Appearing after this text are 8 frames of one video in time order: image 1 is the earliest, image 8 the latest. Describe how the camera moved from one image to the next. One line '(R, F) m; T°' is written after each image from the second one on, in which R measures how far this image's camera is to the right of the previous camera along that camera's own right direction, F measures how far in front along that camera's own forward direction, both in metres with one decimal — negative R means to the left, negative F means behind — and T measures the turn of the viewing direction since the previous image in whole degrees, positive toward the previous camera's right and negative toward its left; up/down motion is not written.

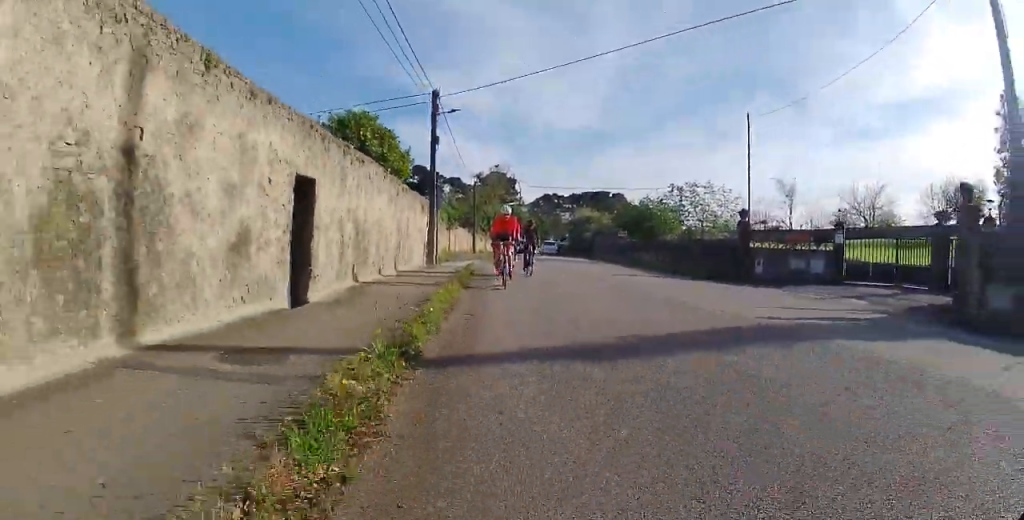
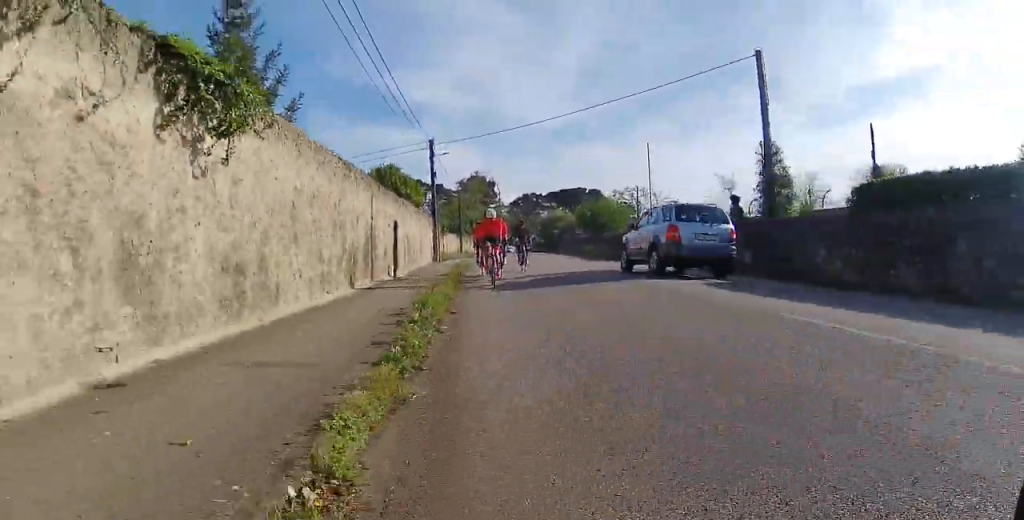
(0.0, +11.3) m; 0°
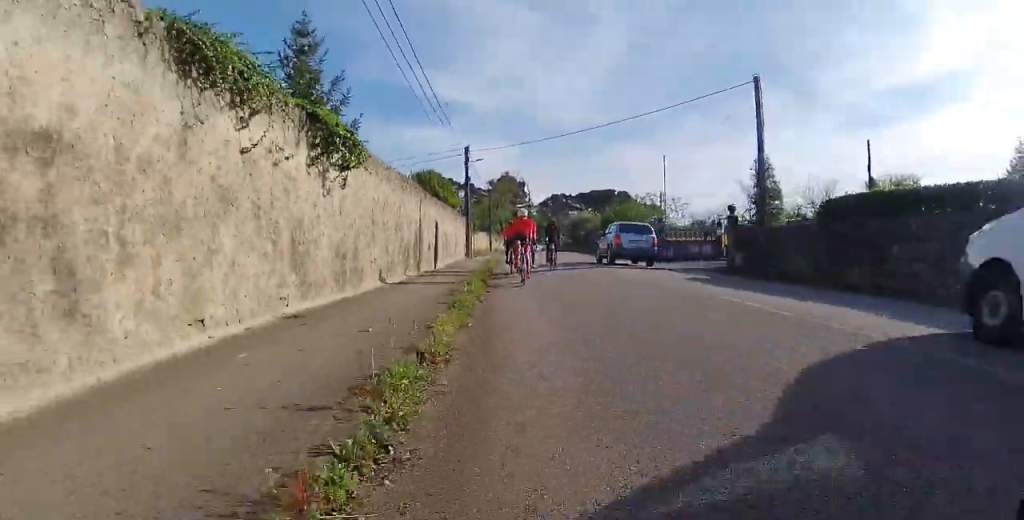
(0.0, +3.4) m; -1°
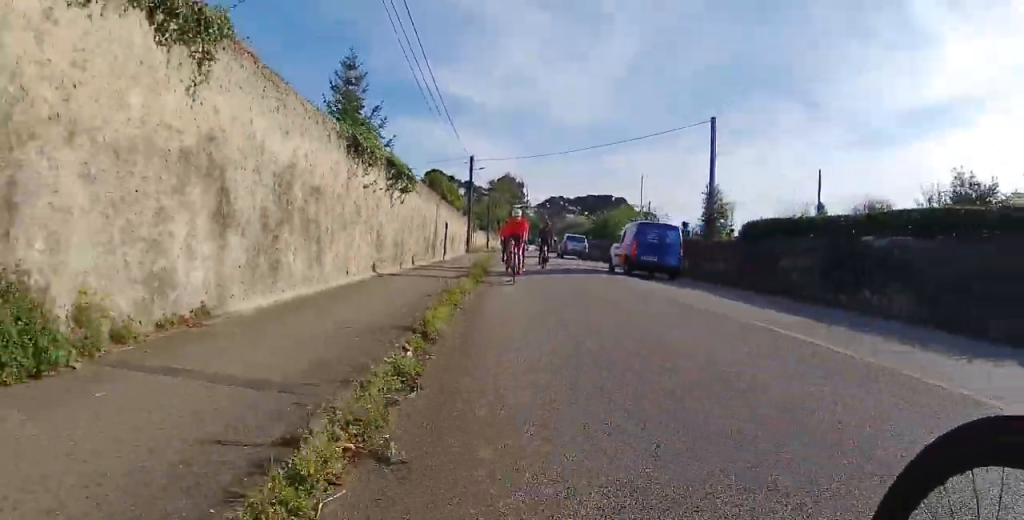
(0.0, +6.0) m; -2°
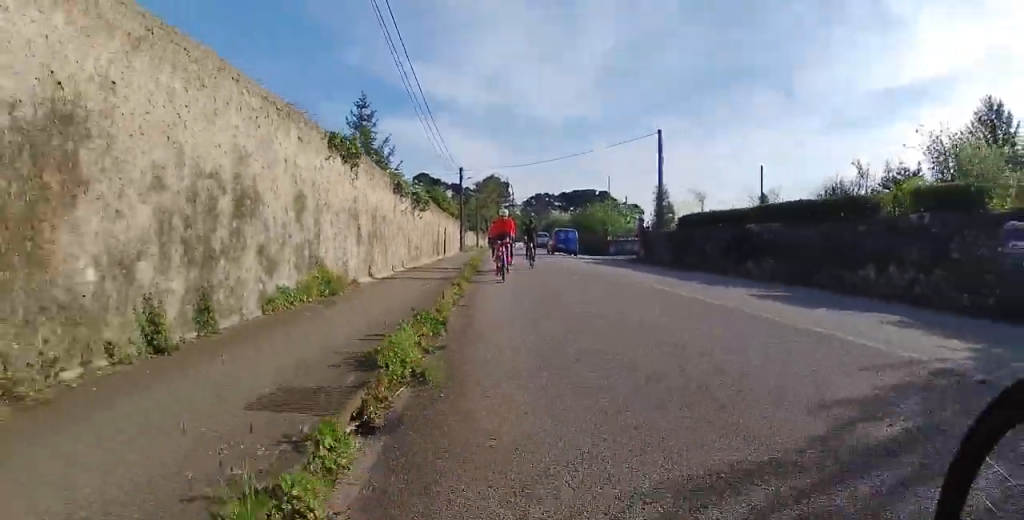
(-0.2, +6.6) m; 0°
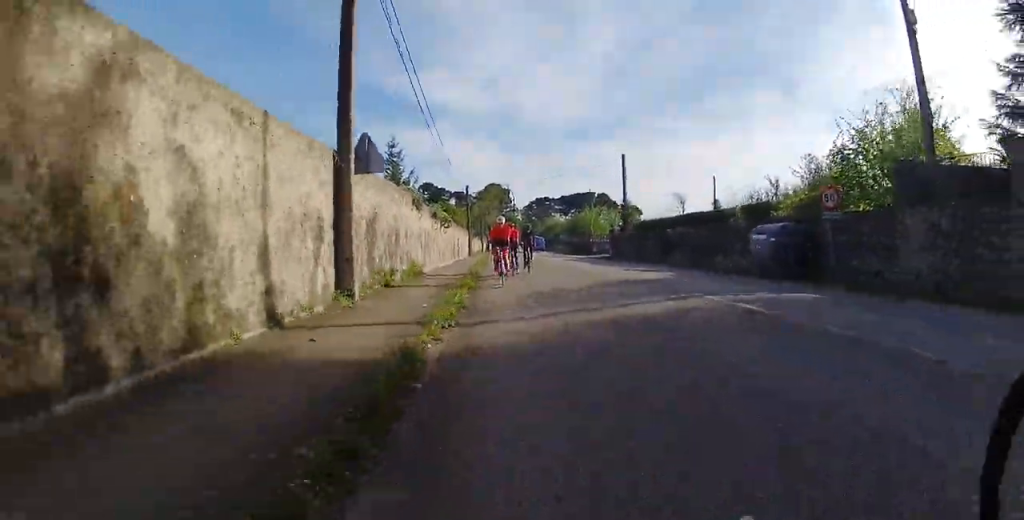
(+0.4, +10.0) m; +3°
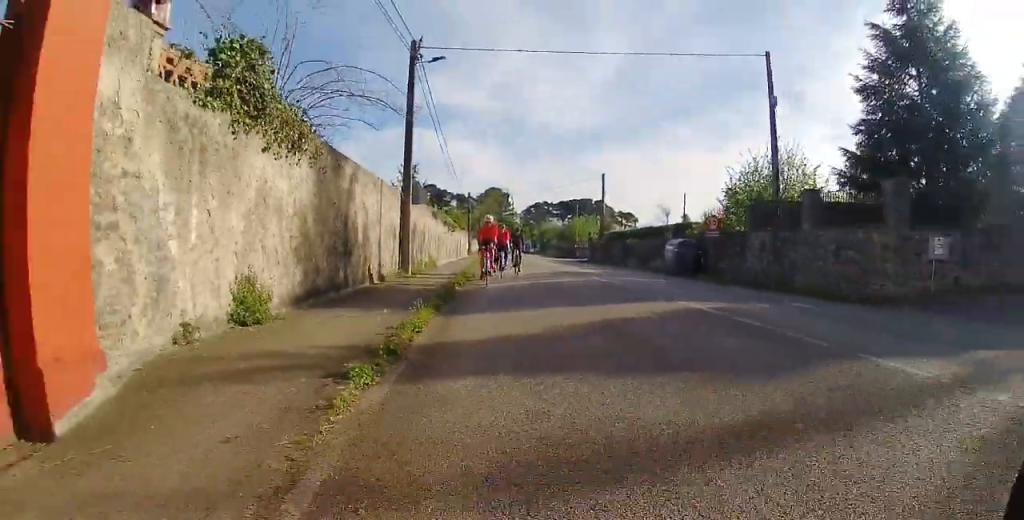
(0.0, +7.9) m; 0°
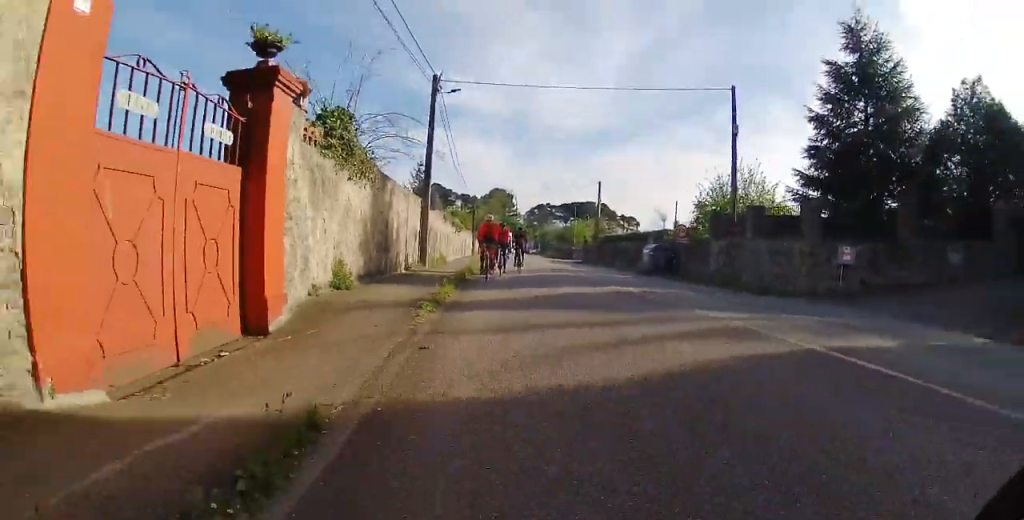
(0.0, +4.0) m; 0°
